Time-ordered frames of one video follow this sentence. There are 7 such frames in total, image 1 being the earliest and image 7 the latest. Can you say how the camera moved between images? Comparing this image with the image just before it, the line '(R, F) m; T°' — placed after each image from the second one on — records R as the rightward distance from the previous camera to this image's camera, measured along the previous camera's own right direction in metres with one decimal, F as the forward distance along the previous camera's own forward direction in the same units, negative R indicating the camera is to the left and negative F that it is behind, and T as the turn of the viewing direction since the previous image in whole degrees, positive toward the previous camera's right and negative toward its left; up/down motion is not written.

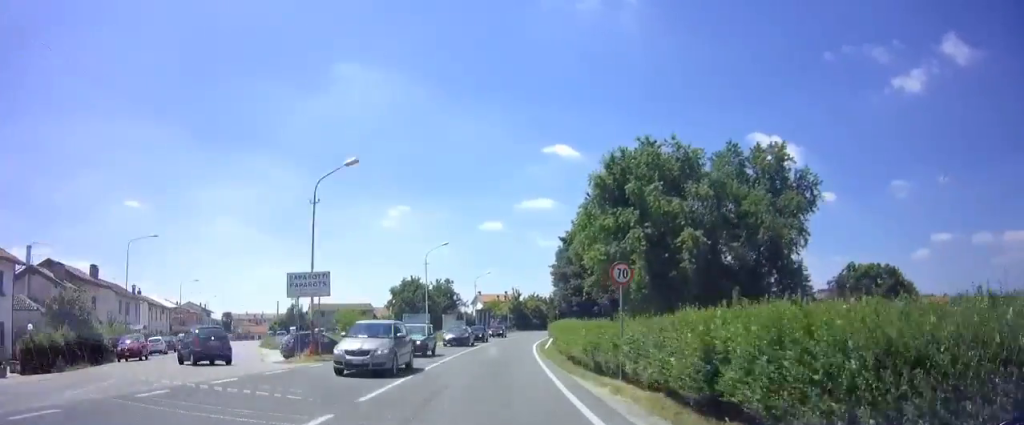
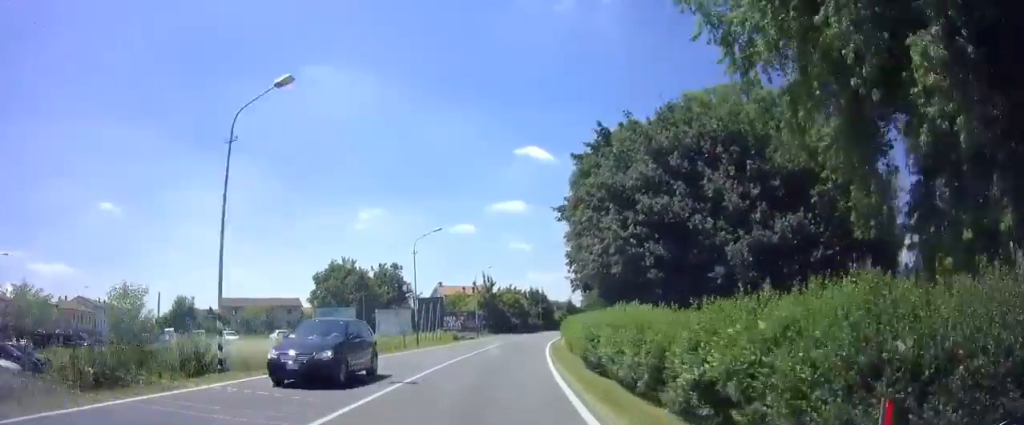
(+0.8, +30.3) m; +3°
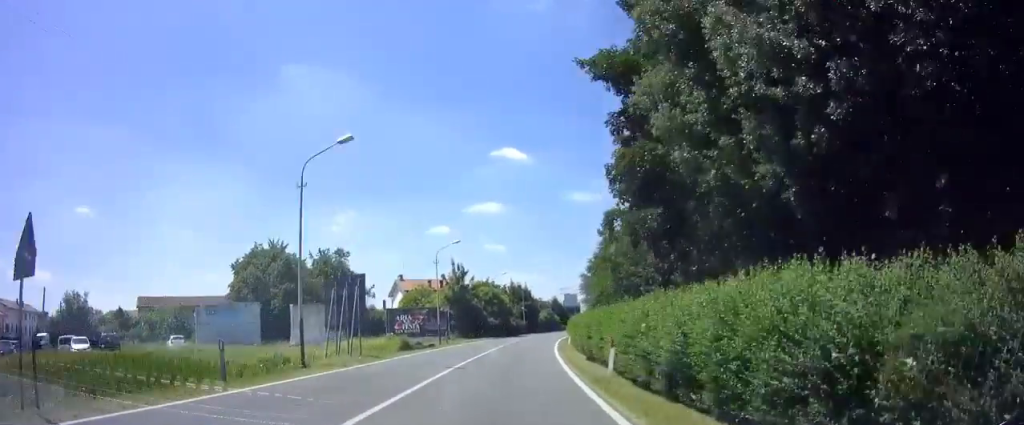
(+0.1, +19.2) m; +2°
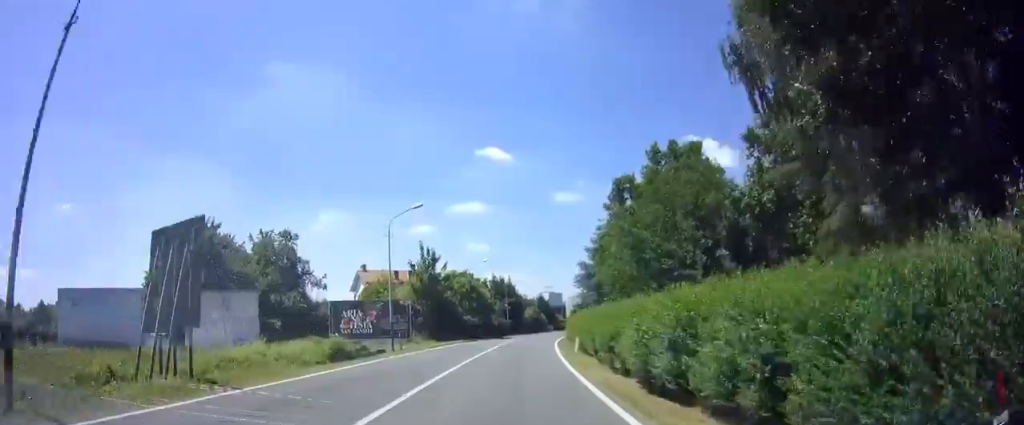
(+0.3, +12.1) m; +2°
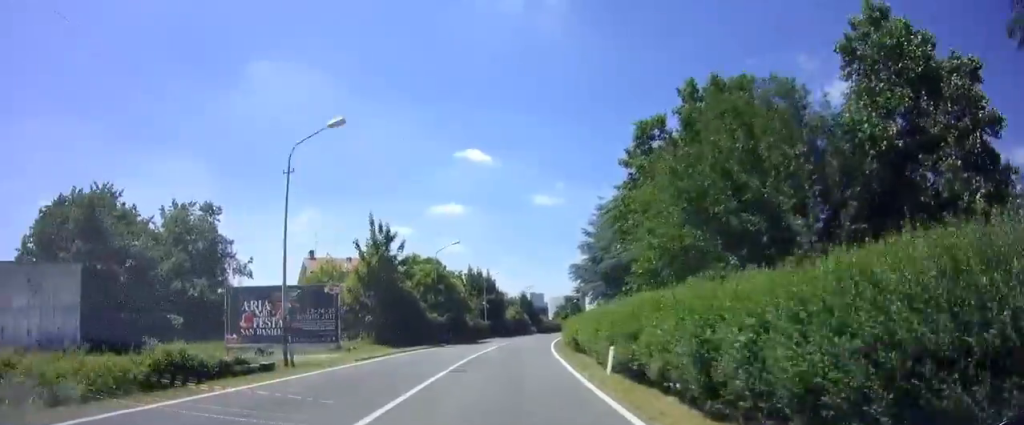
(+0.3, +12.7) m; +2°
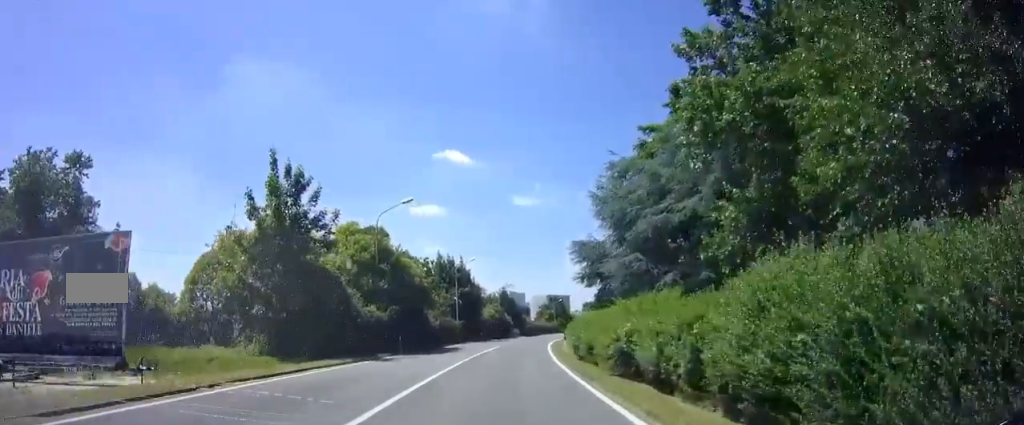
(+0.2, +15.0) m; +2°
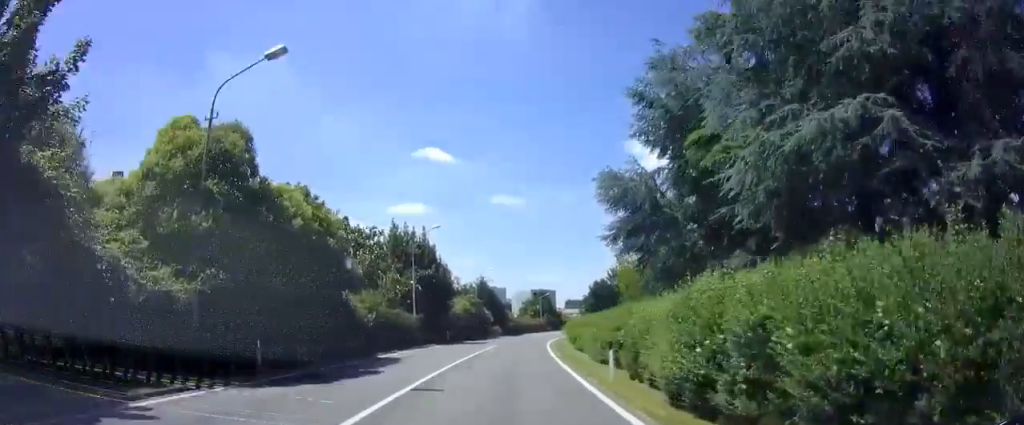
(+0.3, +15.6) m; +3°
